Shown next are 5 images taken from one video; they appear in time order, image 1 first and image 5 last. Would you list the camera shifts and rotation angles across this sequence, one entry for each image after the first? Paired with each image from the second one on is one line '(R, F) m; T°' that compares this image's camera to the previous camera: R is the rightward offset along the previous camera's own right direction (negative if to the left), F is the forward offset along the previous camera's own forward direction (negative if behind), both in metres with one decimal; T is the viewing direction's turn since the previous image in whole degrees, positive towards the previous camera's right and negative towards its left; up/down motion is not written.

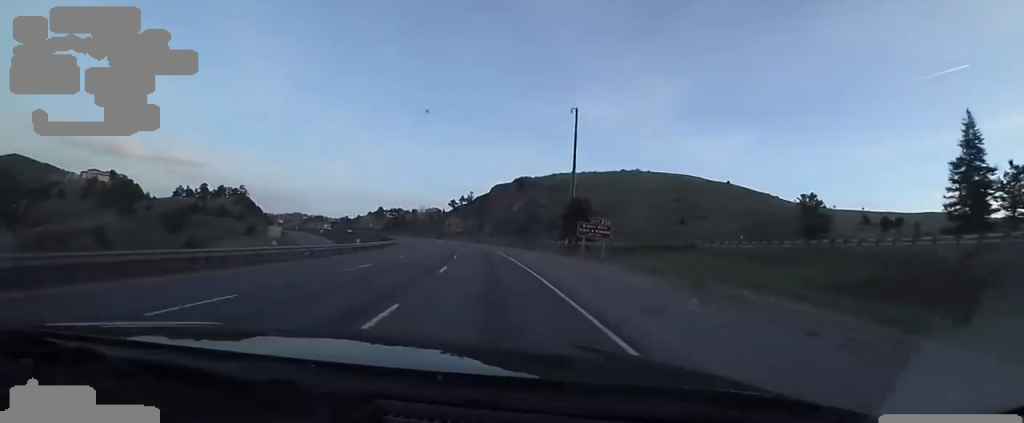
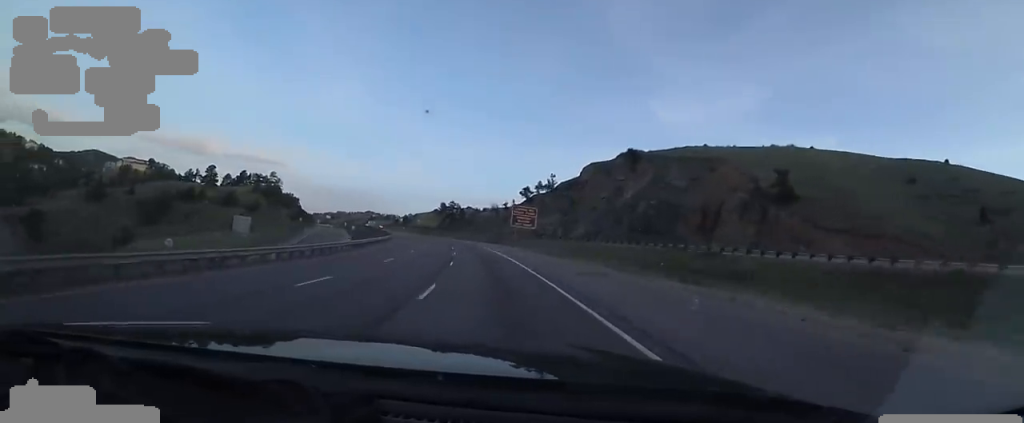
(-4.1, +70.0) m; -8°
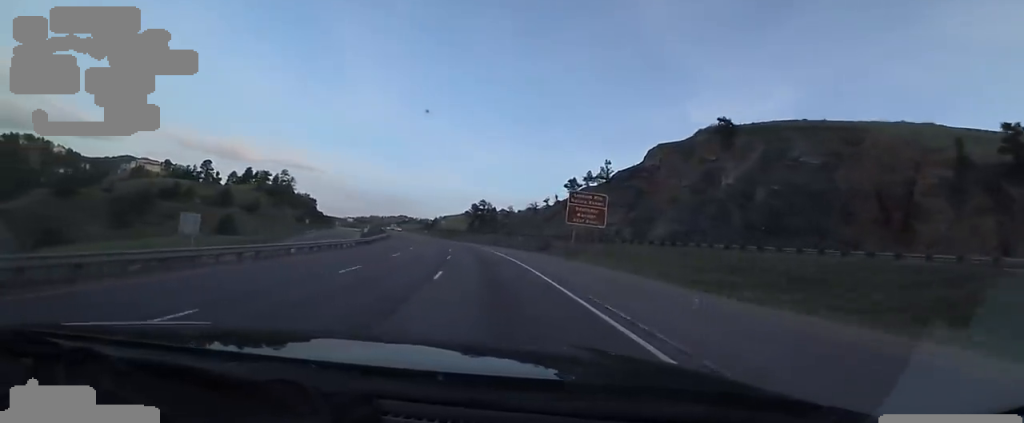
(-1.9, +33.1) m; -5°
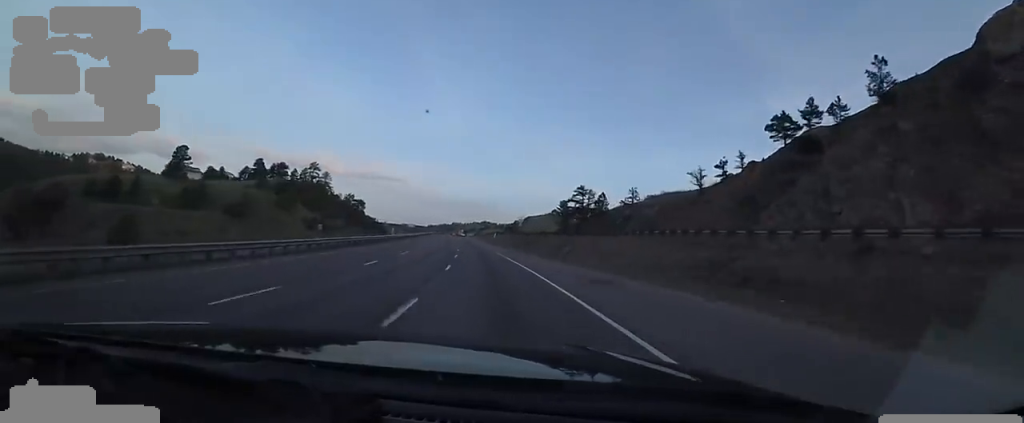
(-6.9, +68.5) m; -12°
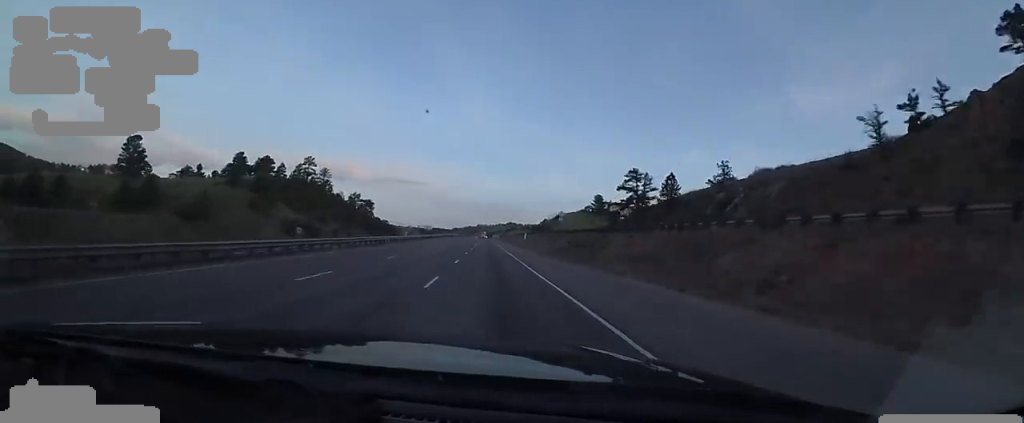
(-0.3, +30.5) m; -2°
